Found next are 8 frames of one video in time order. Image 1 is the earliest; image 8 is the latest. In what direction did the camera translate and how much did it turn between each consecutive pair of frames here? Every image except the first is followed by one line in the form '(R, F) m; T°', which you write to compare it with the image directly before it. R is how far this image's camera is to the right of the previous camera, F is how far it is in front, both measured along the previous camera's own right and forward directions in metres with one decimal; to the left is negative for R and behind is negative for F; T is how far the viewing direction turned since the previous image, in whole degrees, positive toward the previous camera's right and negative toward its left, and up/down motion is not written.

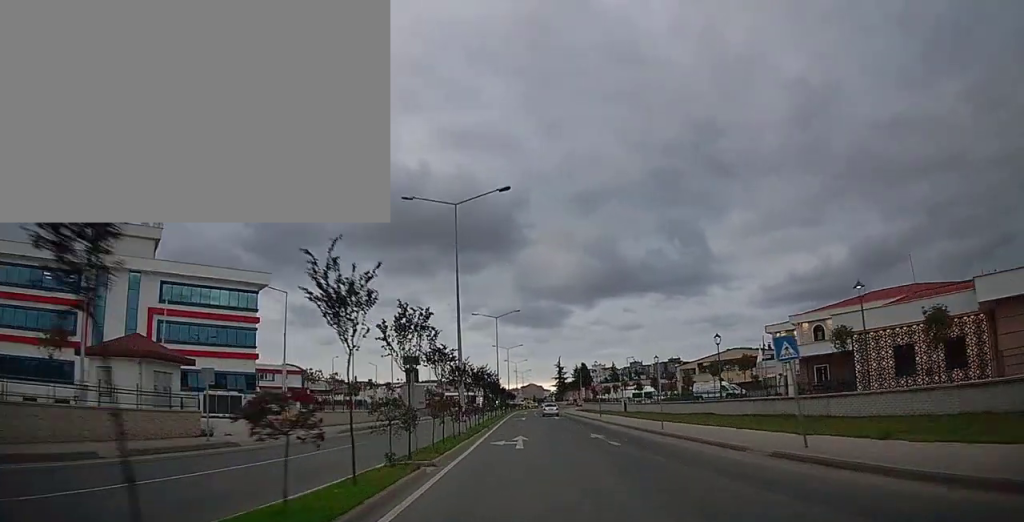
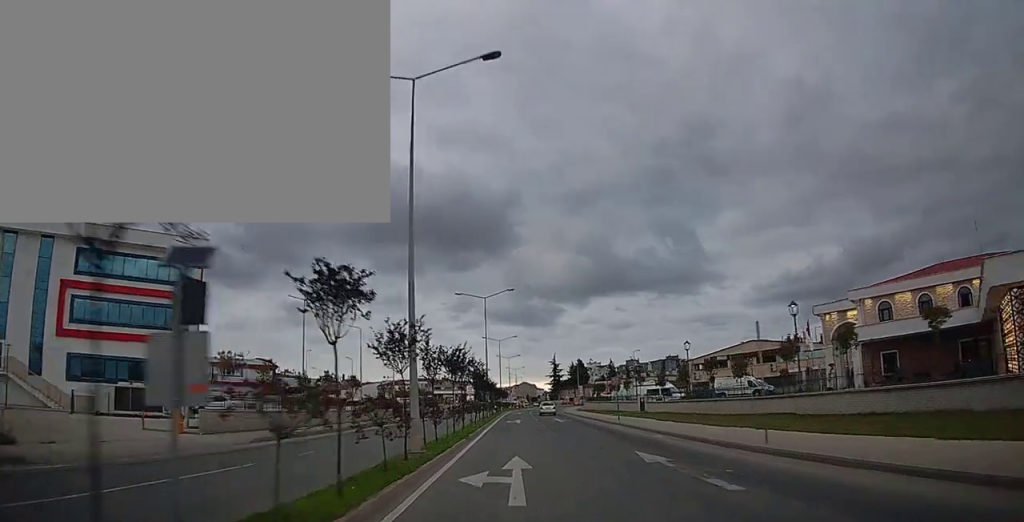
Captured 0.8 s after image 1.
(+0.1, +10.1) m; +1°
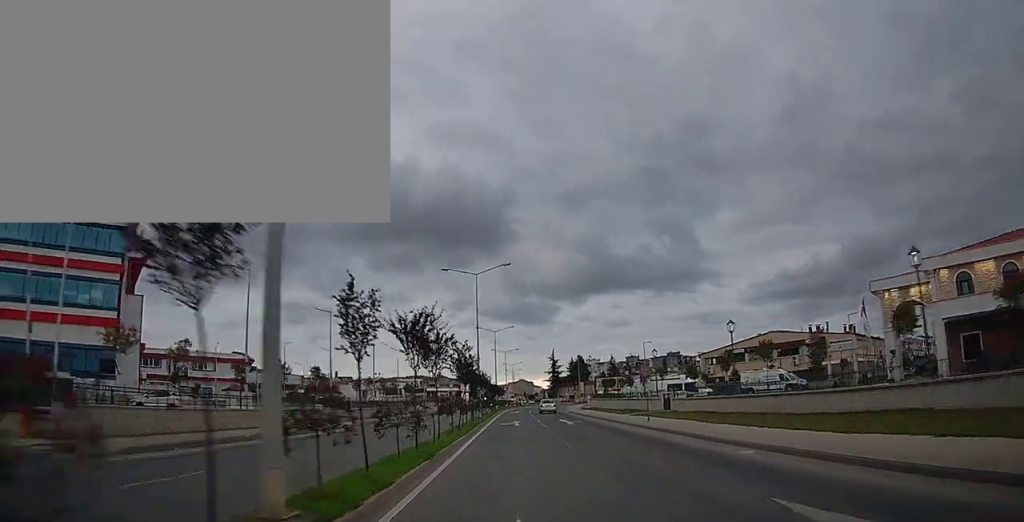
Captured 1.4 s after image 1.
(+0.1, +8.6) m; 0°
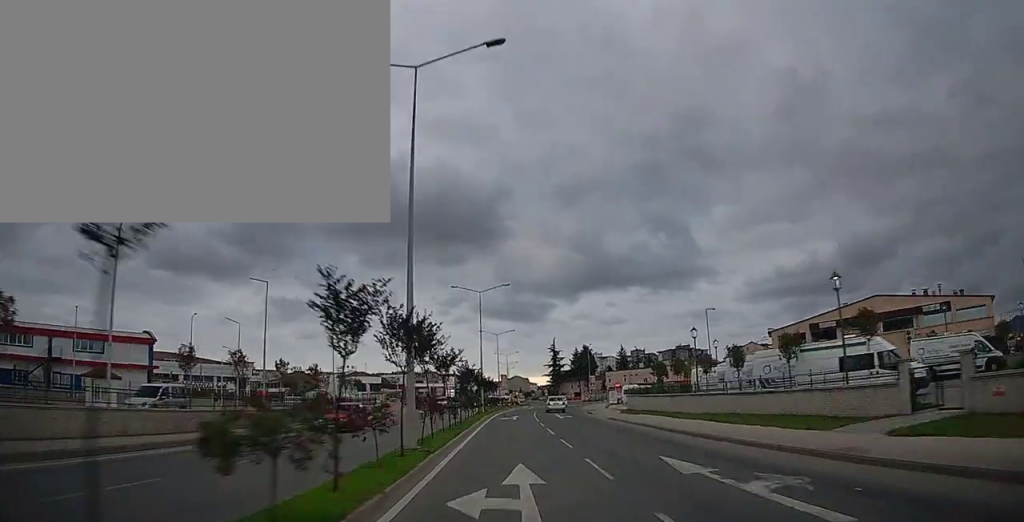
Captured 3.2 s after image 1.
(+0.2, +26.0) m; +1°
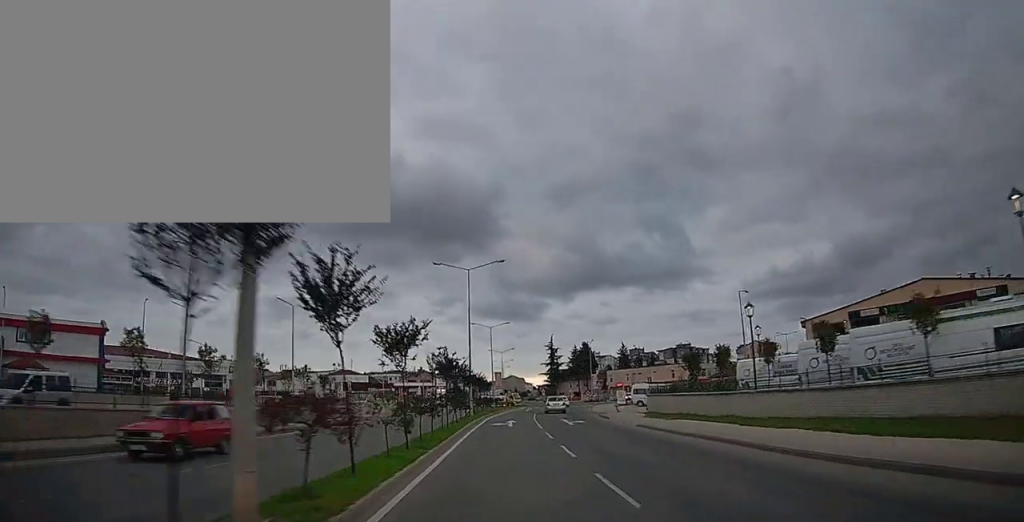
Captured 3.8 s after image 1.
(+0.1, +9.2) m; 0°
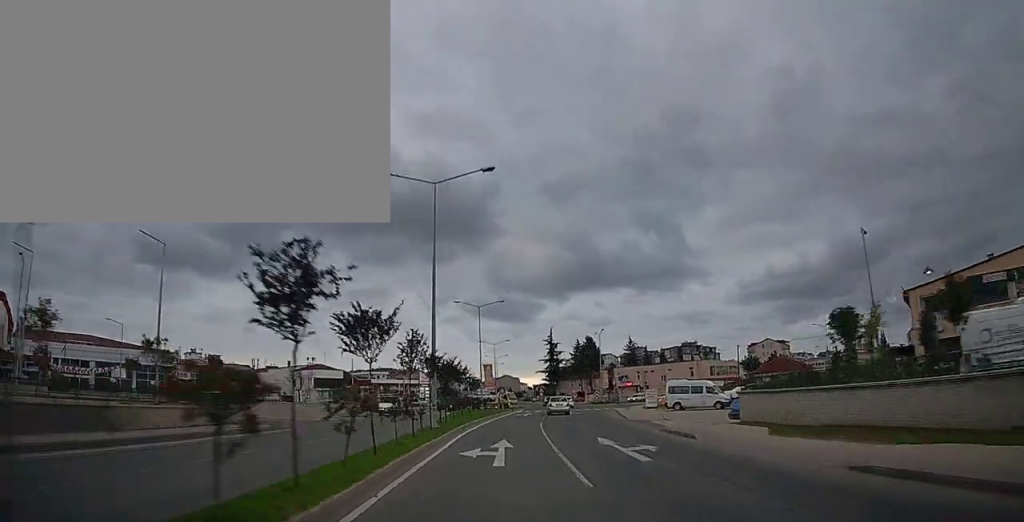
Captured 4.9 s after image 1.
(+0.1, +16.9) m; +1°
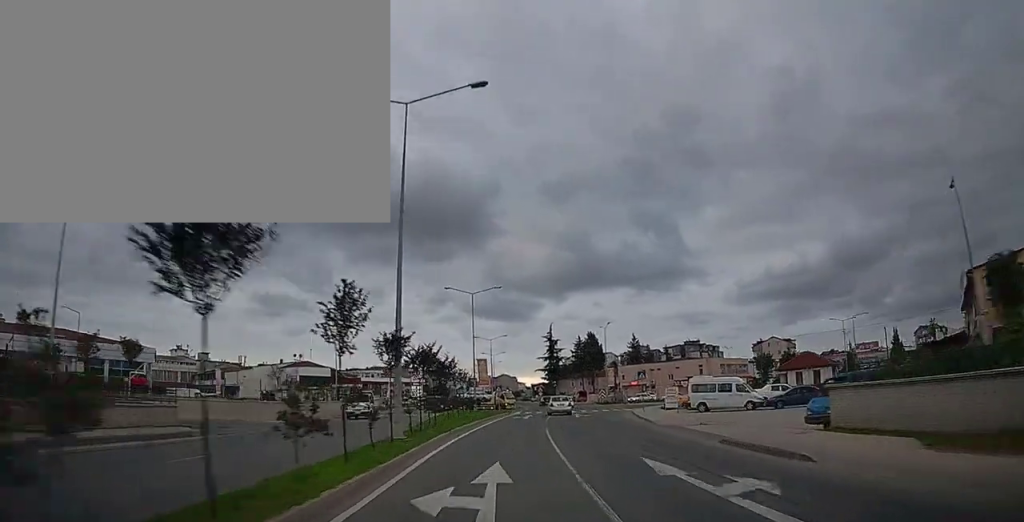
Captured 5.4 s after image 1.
(0.0, +7.2) m; 0°
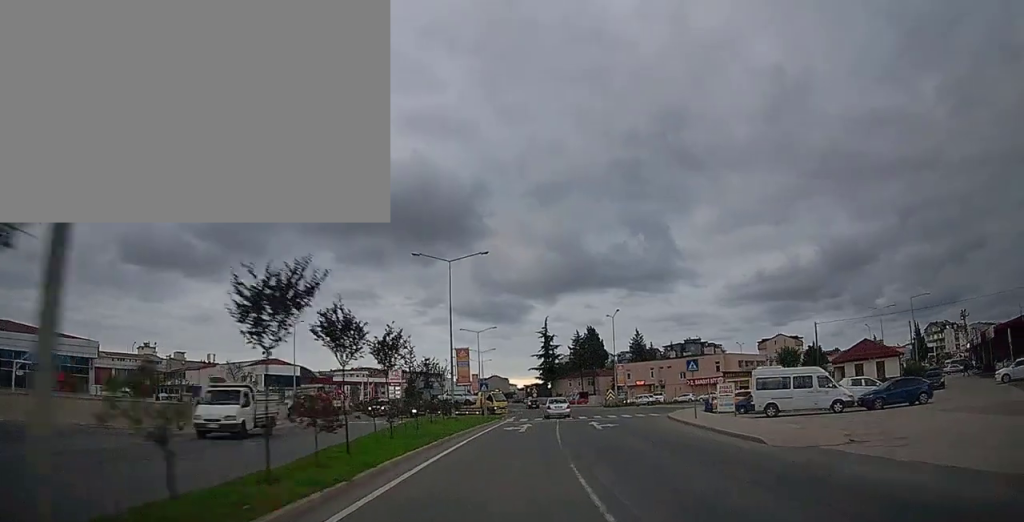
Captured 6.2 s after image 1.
(+0.1, +13.0) m; +1°
